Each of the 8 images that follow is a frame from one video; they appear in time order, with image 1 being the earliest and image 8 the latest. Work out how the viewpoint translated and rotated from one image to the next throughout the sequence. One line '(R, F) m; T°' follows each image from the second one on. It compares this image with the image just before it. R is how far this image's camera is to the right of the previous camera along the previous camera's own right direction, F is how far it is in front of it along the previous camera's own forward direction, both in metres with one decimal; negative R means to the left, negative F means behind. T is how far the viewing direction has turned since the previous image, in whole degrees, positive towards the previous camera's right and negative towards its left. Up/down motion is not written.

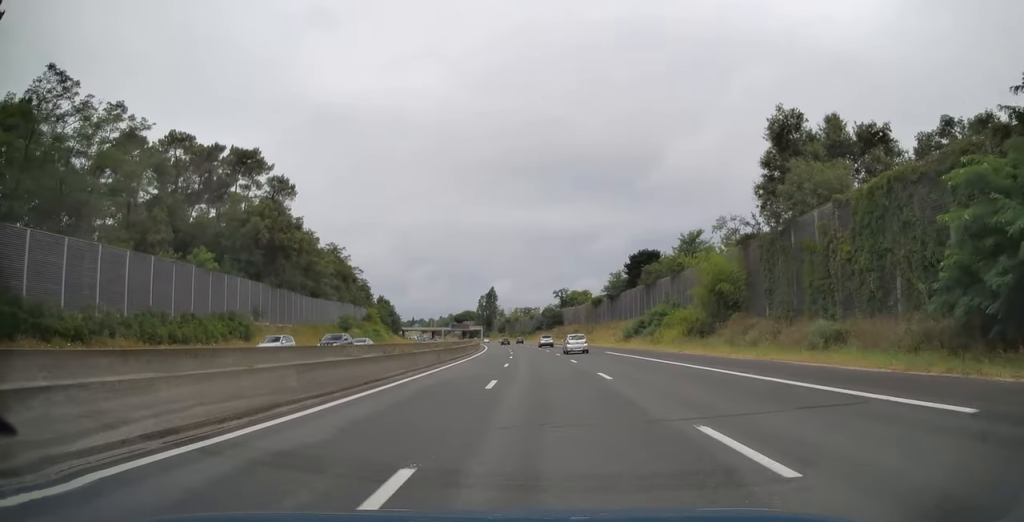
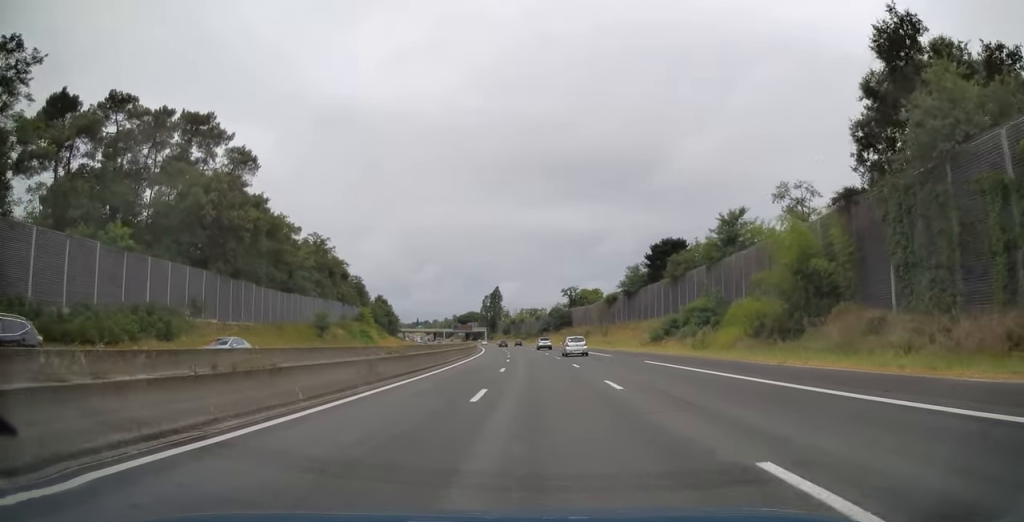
(0.0, +15.5) m; 0°
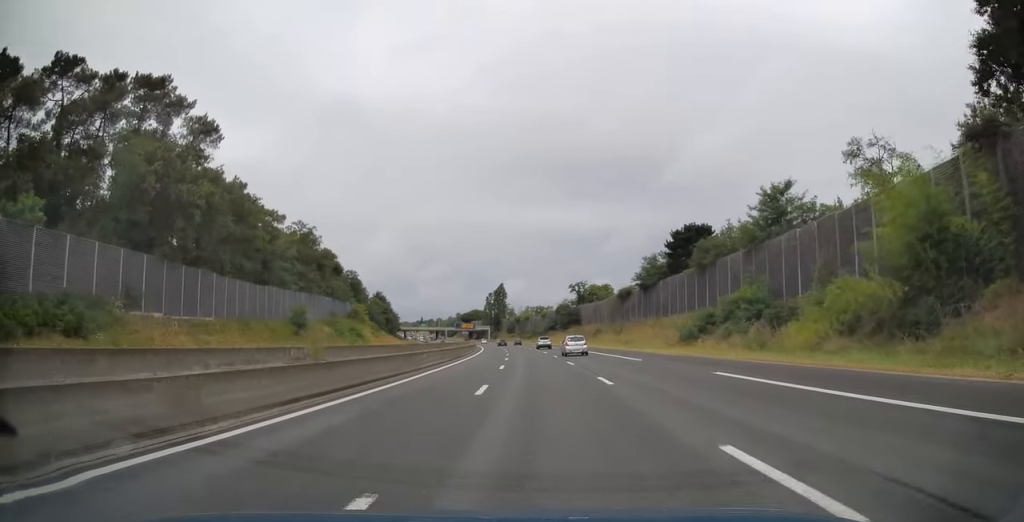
(0.0, +11.7) m; 0°
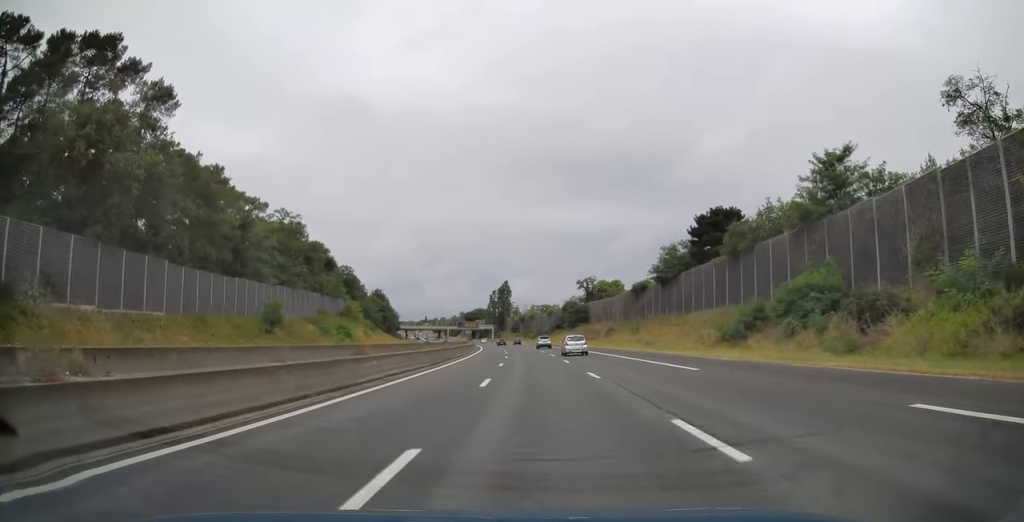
(0.0, +10.8) m; 0°
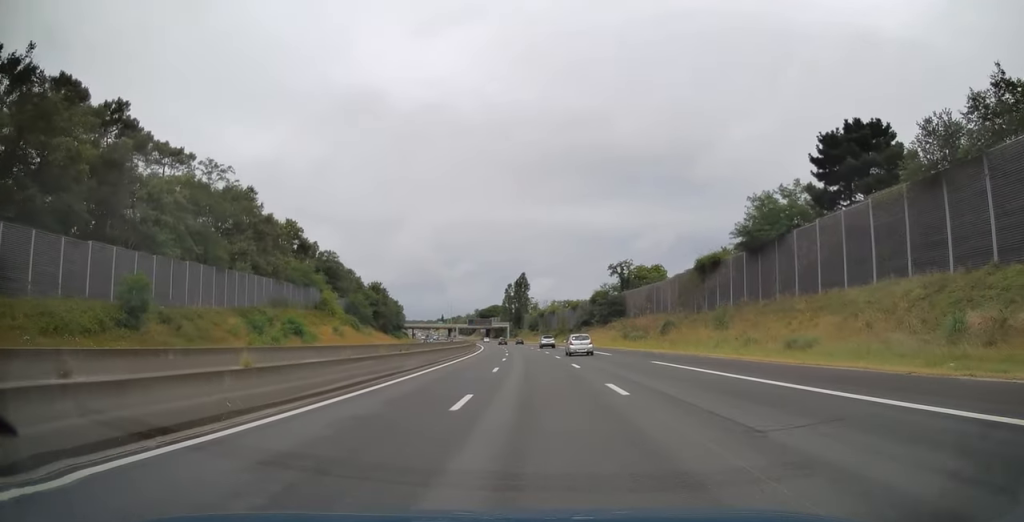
(-0.2, +31.9) m; -2°
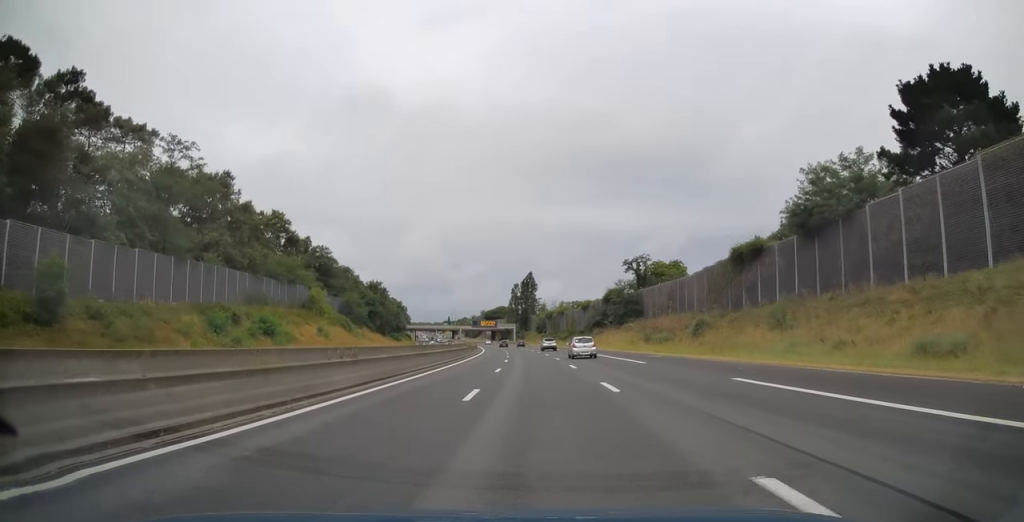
(-0.2, +11.2) m; -1°
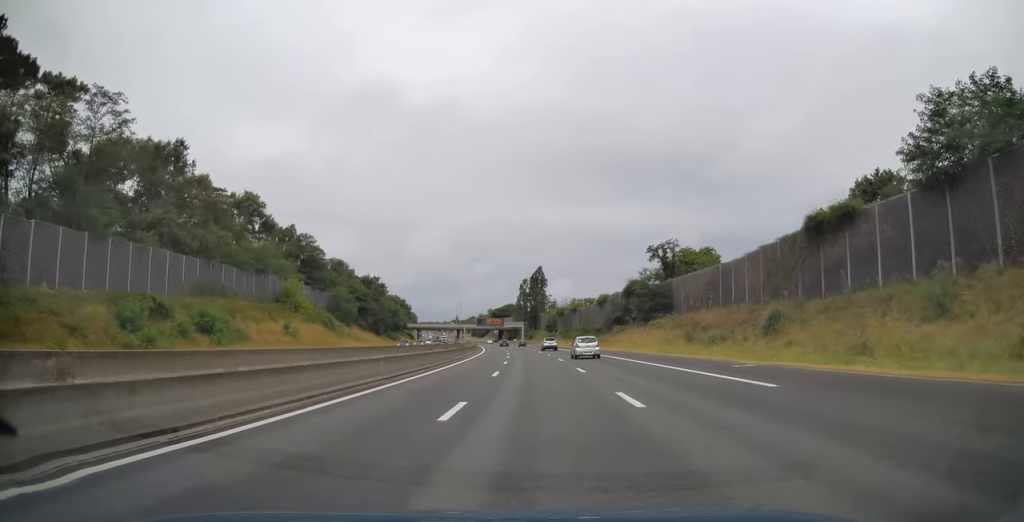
(-0.1, +16.3) m; -1°
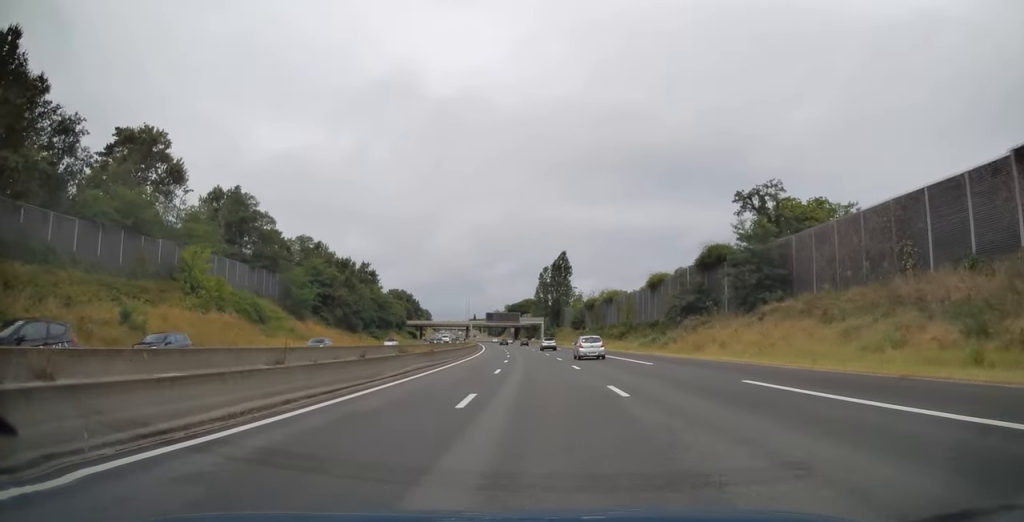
(-0.9, +36.8) m; -2°
